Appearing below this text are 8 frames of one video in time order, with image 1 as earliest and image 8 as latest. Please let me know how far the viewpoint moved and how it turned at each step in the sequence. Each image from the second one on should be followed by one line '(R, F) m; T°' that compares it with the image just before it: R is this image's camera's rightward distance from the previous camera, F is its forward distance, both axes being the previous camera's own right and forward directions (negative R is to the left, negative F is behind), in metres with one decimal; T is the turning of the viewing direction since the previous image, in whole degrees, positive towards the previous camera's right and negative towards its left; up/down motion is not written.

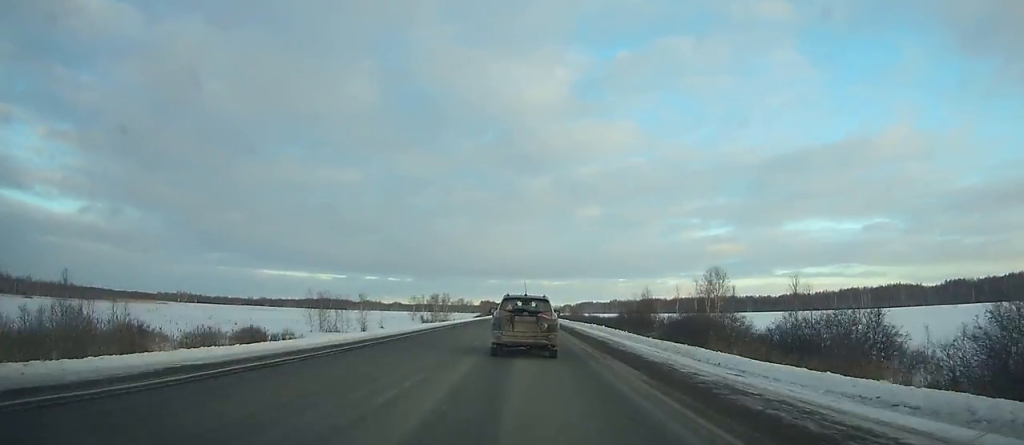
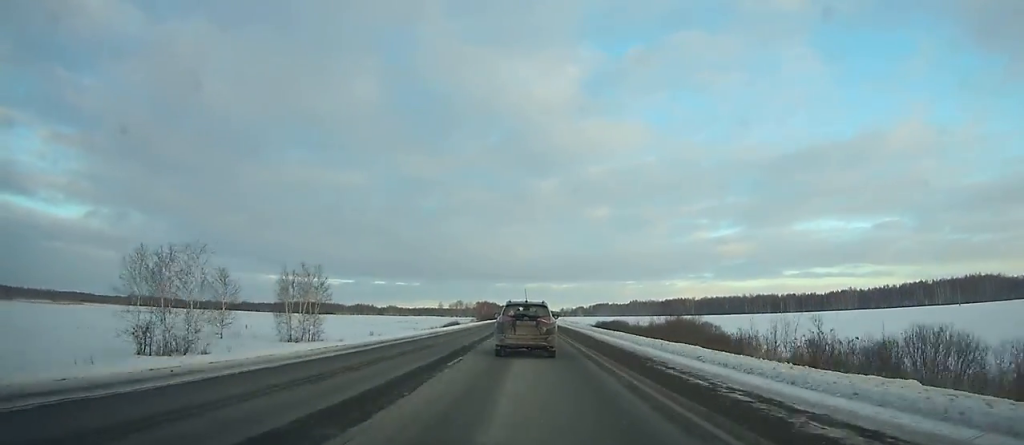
(0.0, +113.1) m; 0°
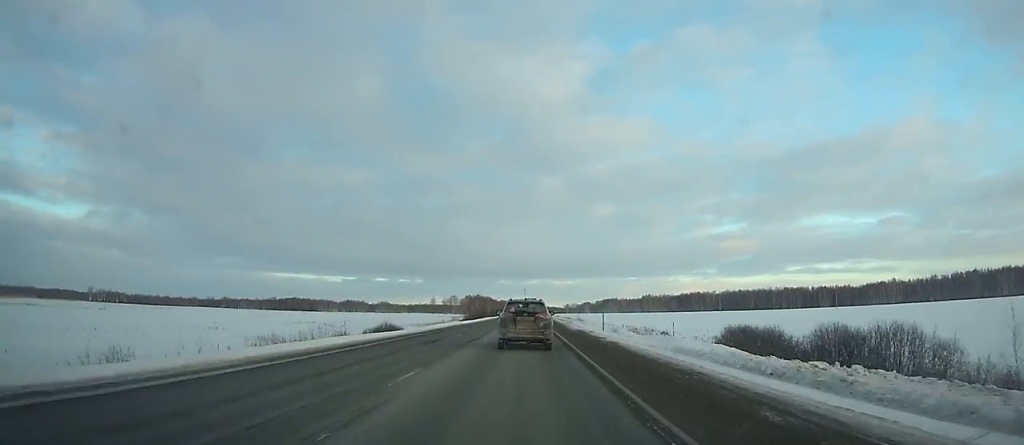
(-0.3, +76.0) m; 0°
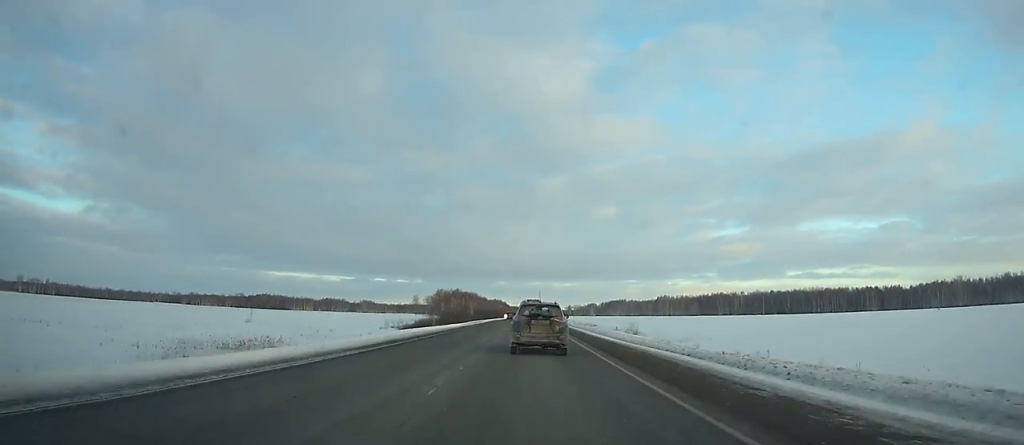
(-0.3, +94.5) m; 0°
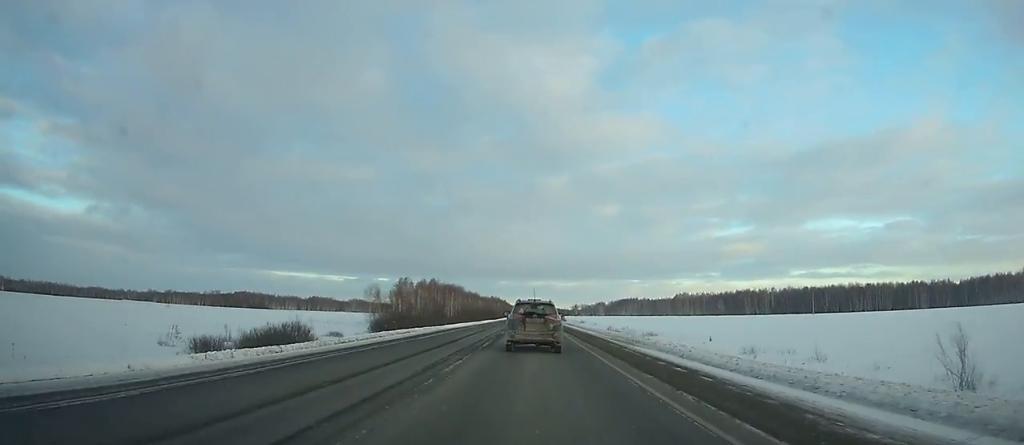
(+0.2, +68.3) m; 0°
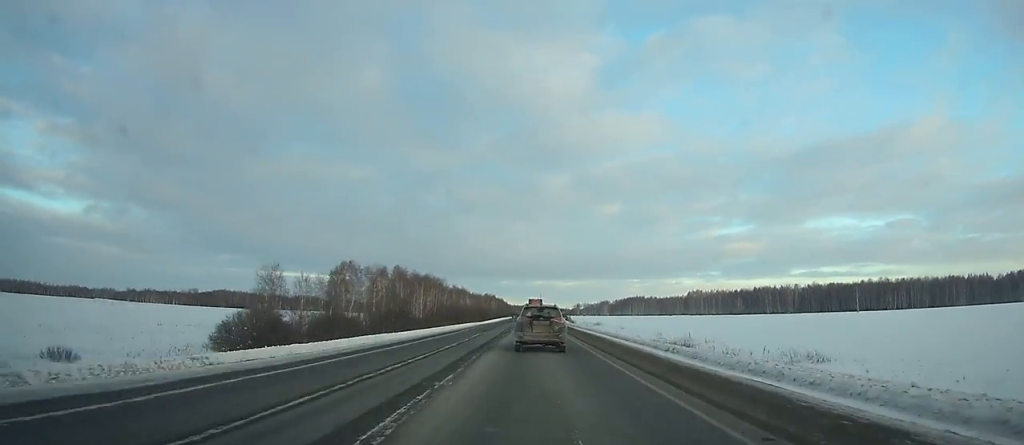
(+0.1, +50.0) m; 0°
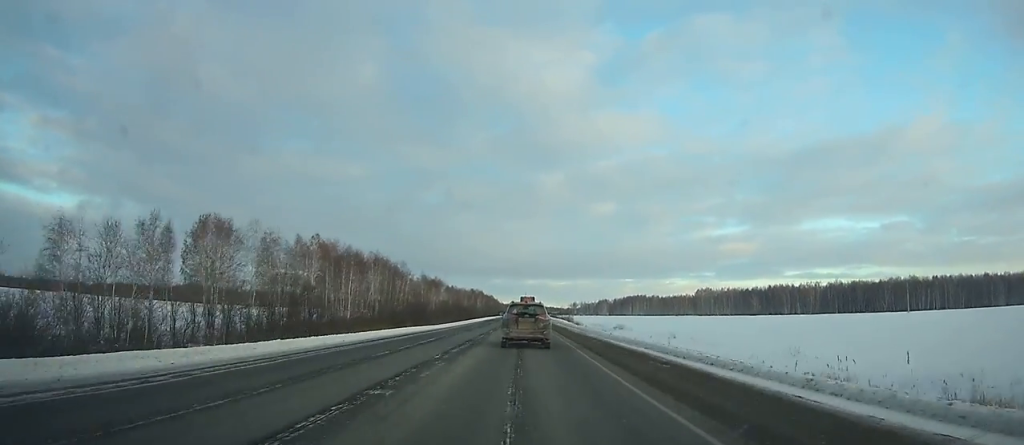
(0.0, +47.4) m; 0°
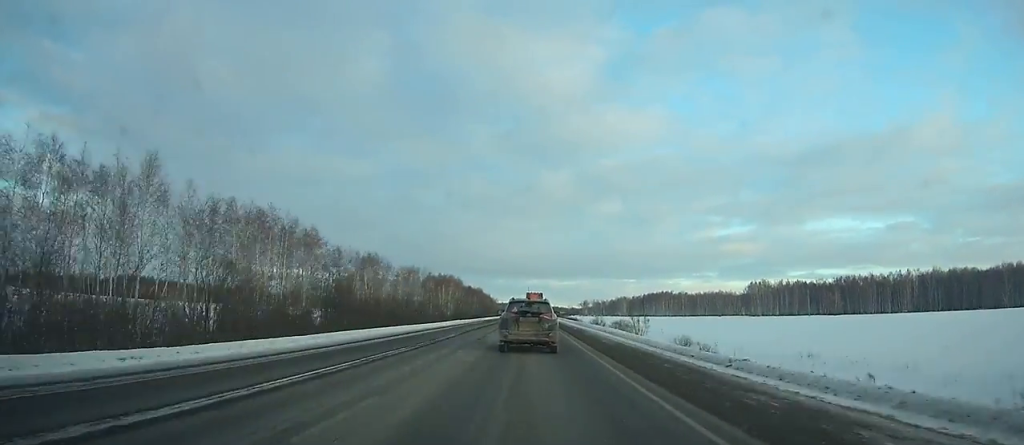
(-0.1, +109.7) m; 0°
